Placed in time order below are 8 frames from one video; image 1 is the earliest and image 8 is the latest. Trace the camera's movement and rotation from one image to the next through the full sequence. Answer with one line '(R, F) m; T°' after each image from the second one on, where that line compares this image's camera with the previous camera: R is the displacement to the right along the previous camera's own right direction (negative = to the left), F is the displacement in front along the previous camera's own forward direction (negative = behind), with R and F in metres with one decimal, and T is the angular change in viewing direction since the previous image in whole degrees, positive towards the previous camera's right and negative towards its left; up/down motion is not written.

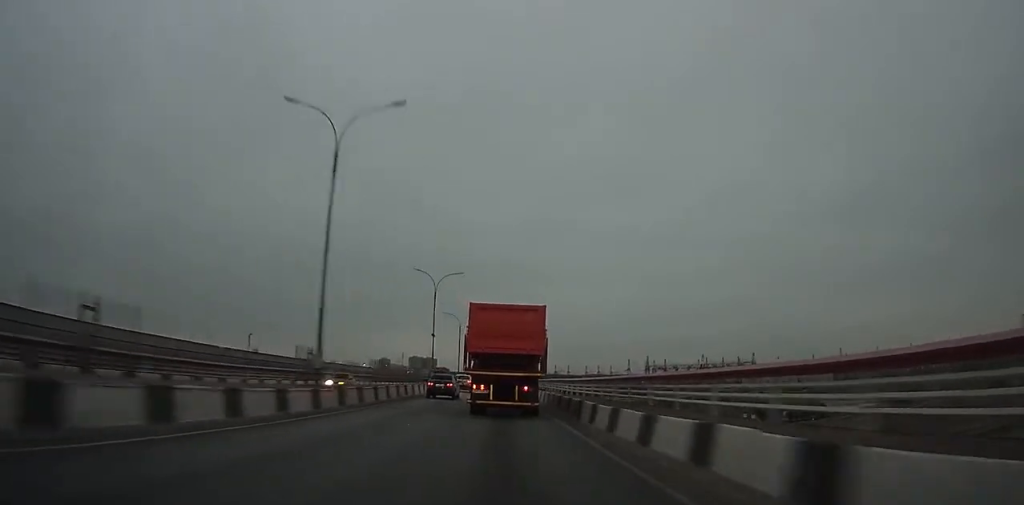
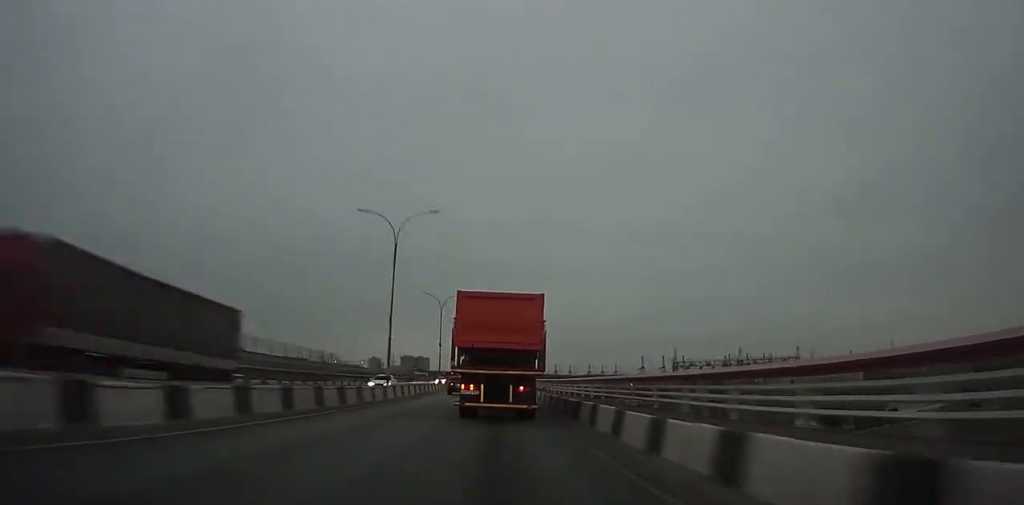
(0.0, +56.0) m; 0°
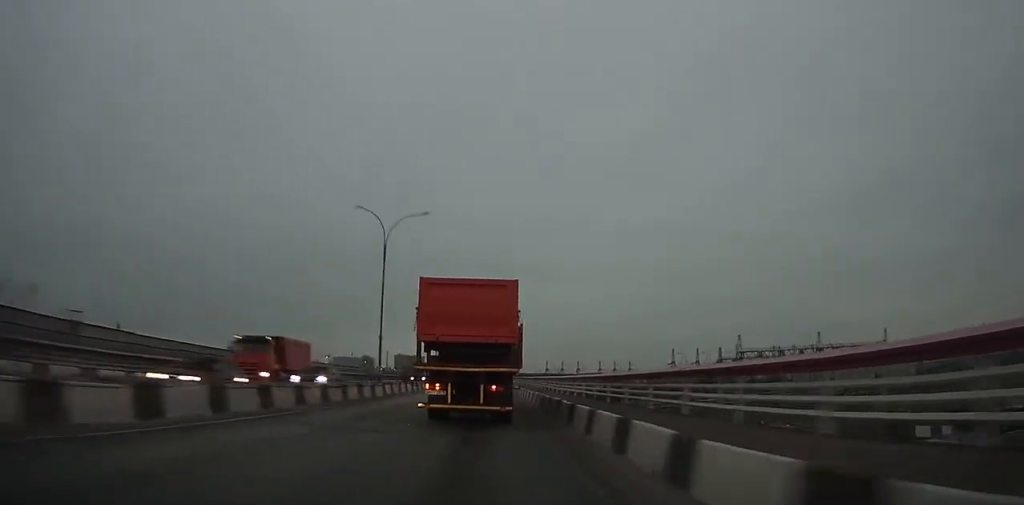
(0.0, +69.2) m; 0°
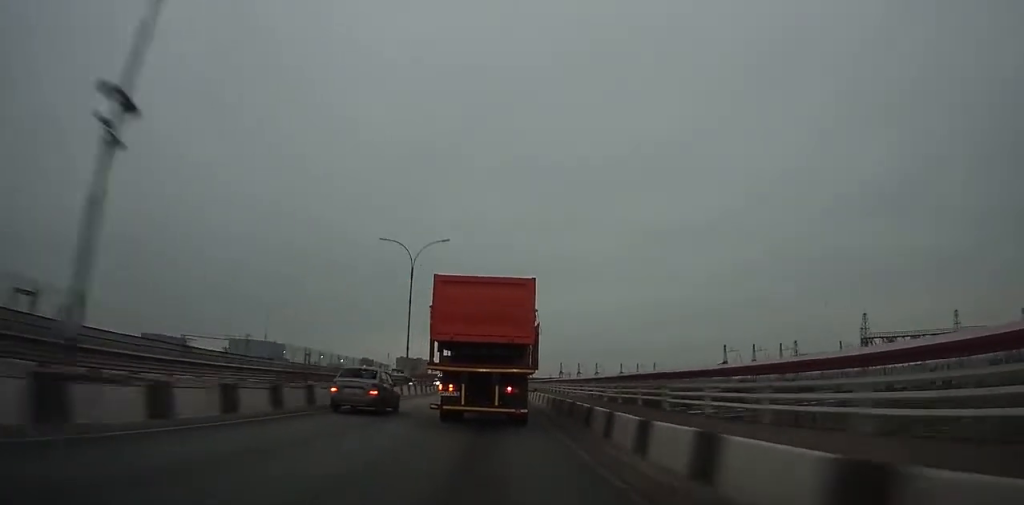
(-0.2, +63.0) m; 0°
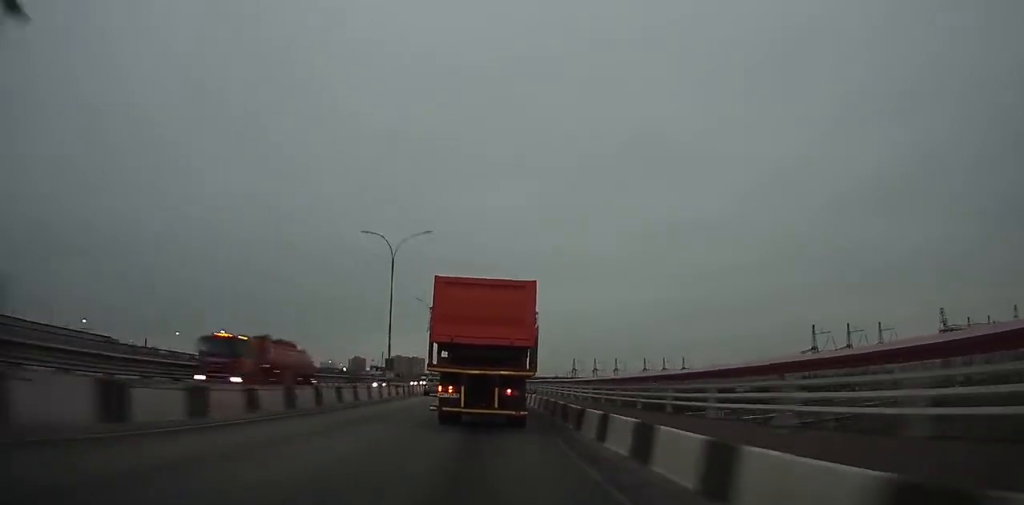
(-0.3, +73.3) m; -1°
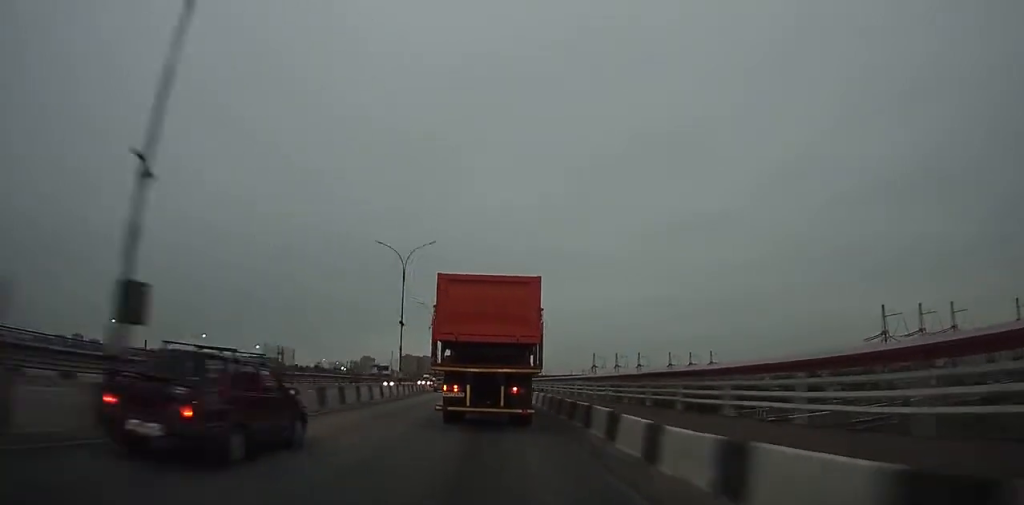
(-0.1, +29.5) m; -1°
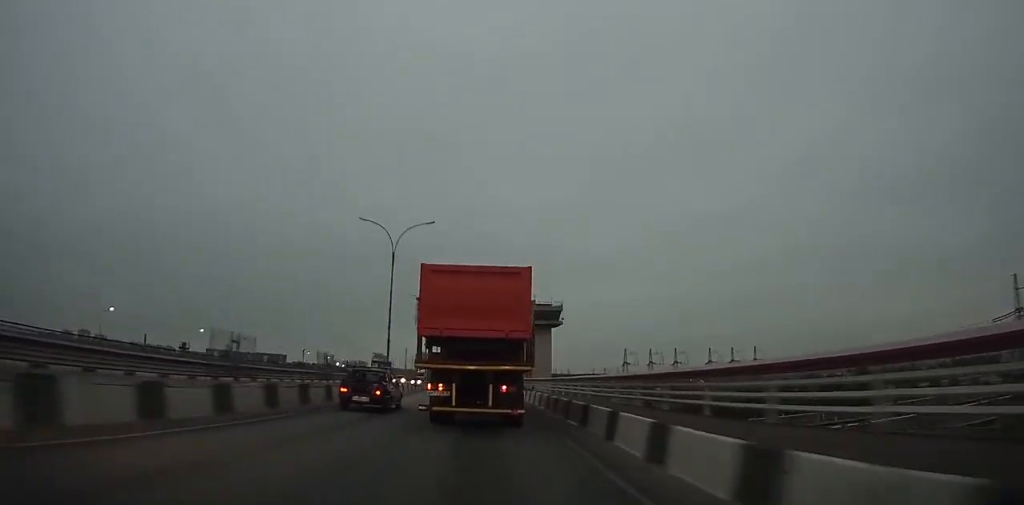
(-0.5, +40.3) m; -2°
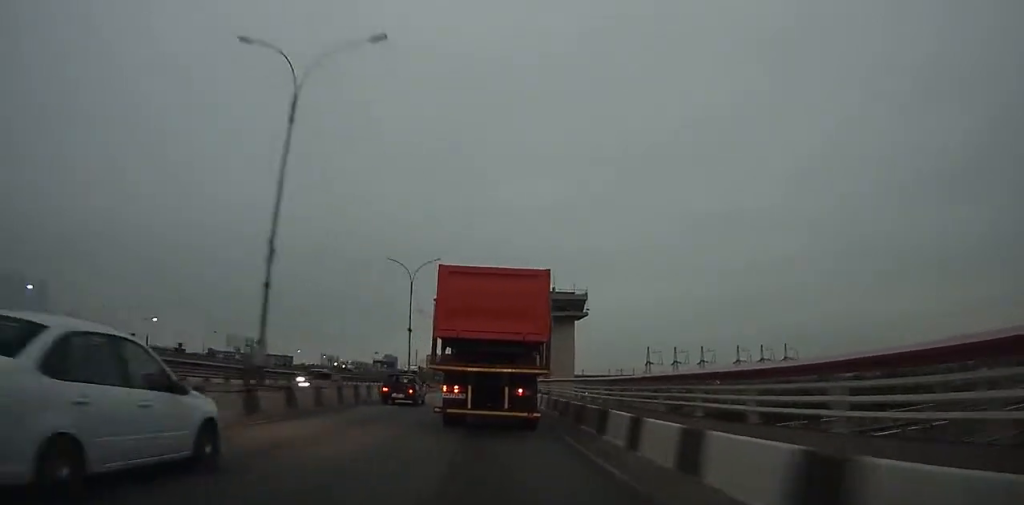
(-0.1, +23.2) m; -1°
